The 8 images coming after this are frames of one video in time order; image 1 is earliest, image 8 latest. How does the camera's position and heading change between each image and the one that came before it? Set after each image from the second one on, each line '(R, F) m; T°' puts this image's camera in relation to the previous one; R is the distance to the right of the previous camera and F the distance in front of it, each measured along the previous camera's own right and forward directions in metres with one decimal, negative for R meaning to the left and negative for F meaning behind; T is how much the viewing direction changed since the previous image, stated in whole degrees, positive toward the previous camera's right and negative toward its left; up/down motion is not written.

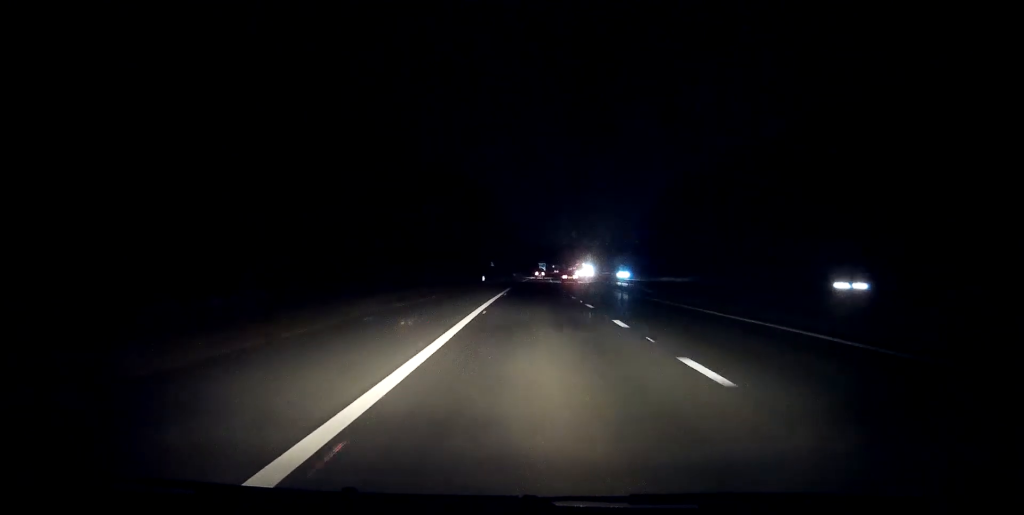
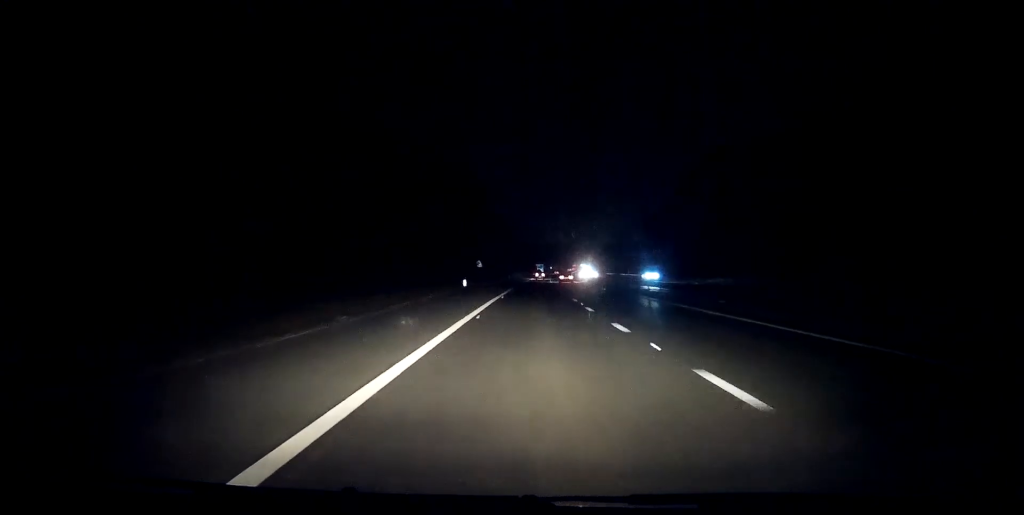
(0.0, +19.5) m; 0°
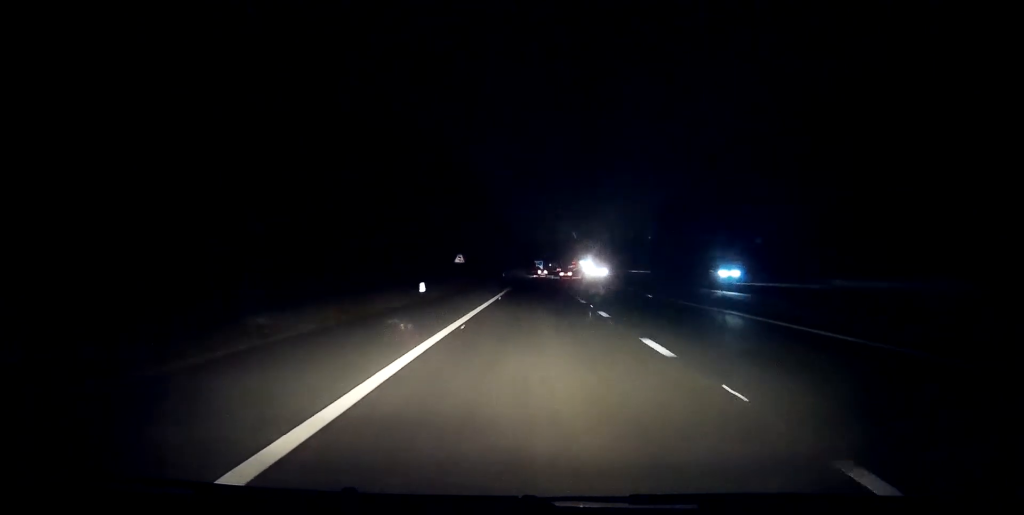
(+0.1, +22.7) m; 0°
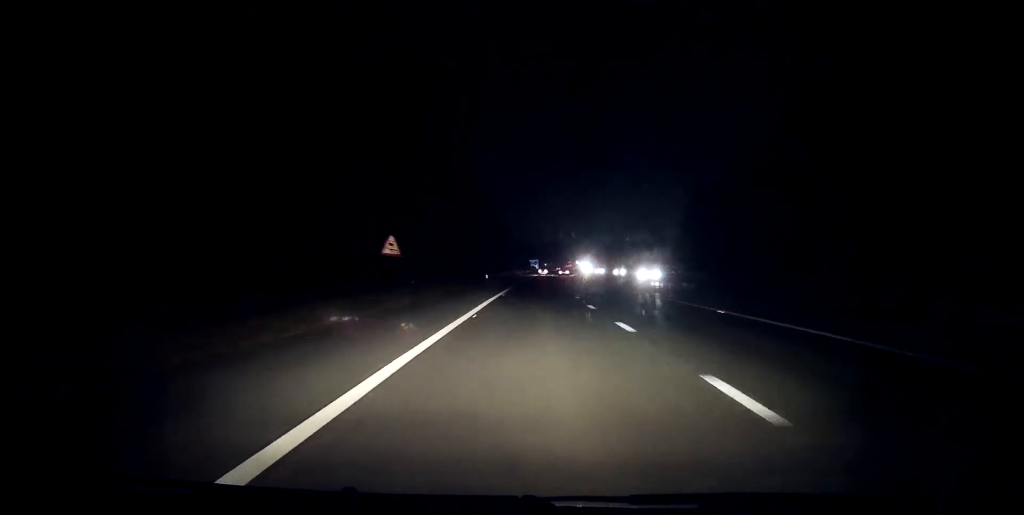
(+0.1, +32.2) m; 0°
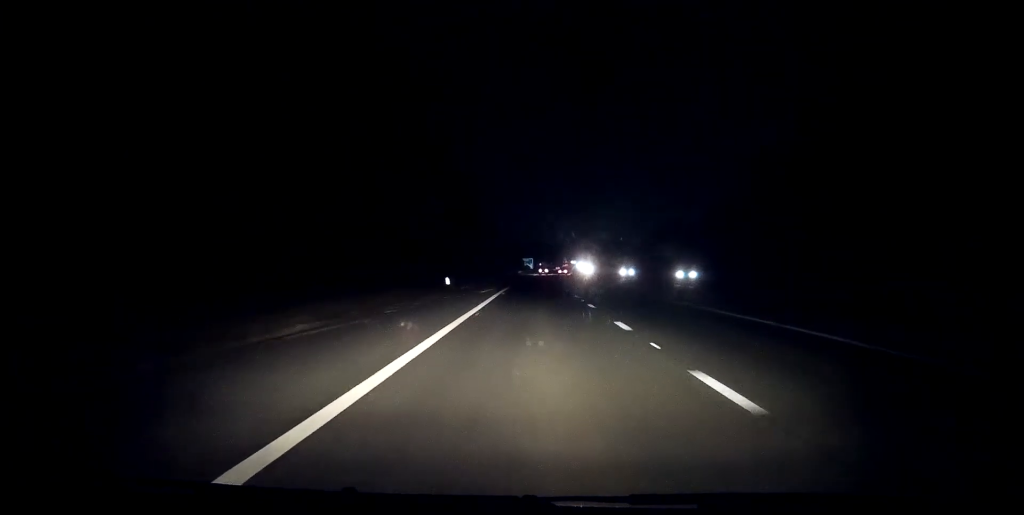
(0.0, +35.6) m; 0°
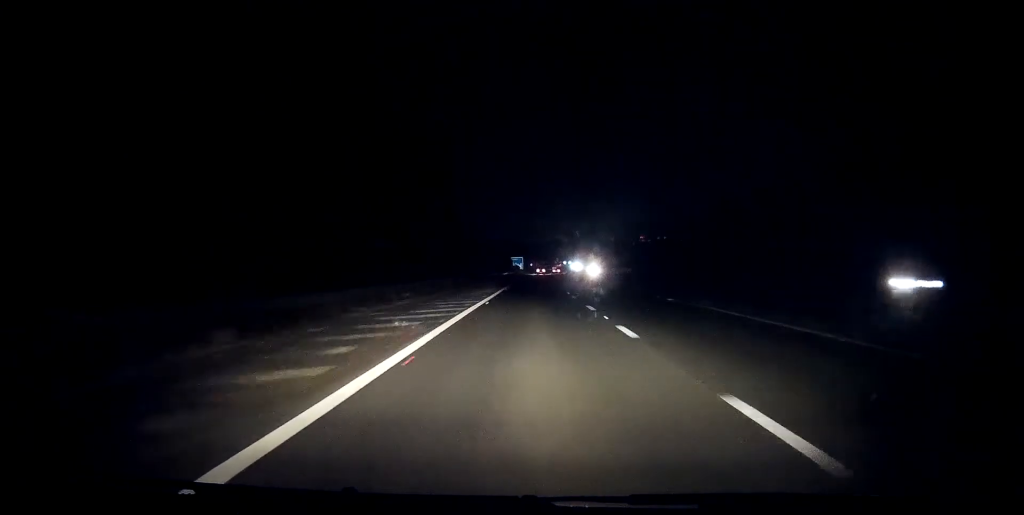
(+0.3, +47.0) m; +1°
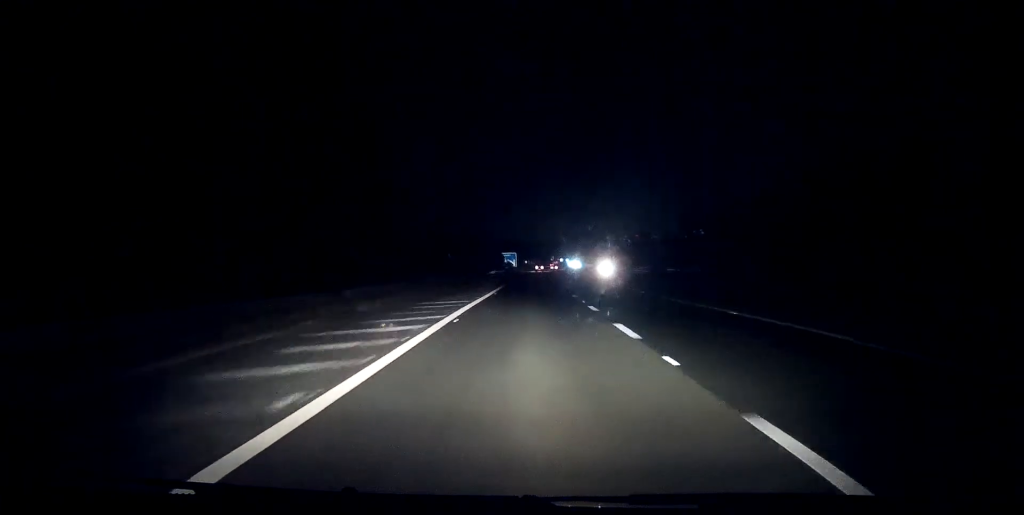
(+0.1, +29.1) m; 0°
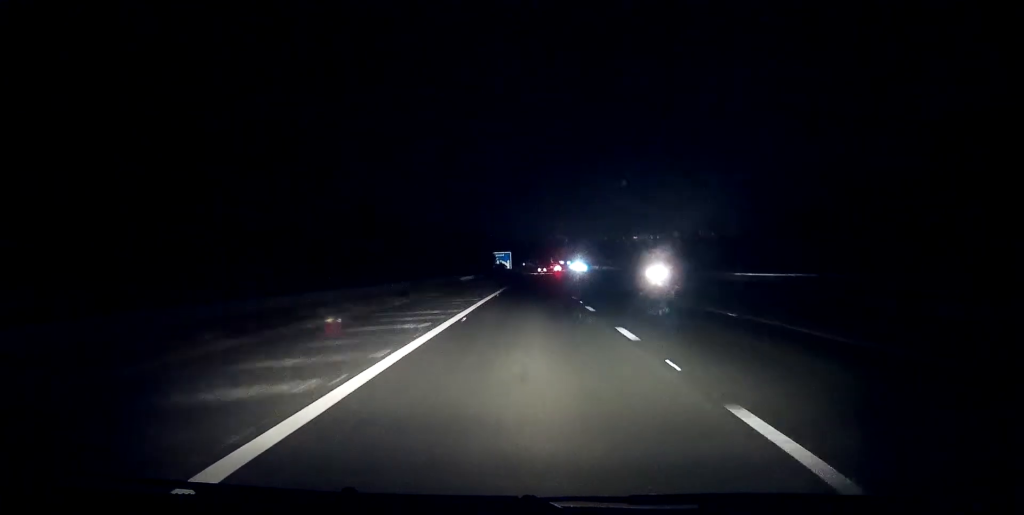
(0.0, +34.8) m; 0°
